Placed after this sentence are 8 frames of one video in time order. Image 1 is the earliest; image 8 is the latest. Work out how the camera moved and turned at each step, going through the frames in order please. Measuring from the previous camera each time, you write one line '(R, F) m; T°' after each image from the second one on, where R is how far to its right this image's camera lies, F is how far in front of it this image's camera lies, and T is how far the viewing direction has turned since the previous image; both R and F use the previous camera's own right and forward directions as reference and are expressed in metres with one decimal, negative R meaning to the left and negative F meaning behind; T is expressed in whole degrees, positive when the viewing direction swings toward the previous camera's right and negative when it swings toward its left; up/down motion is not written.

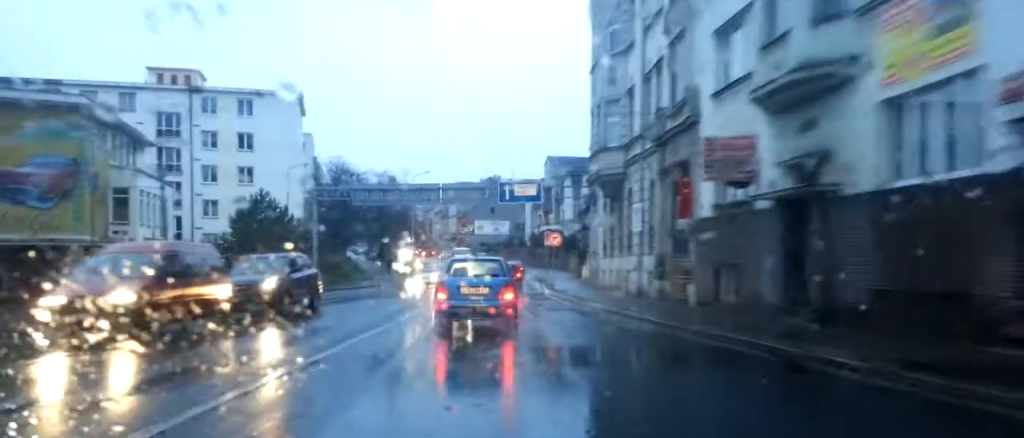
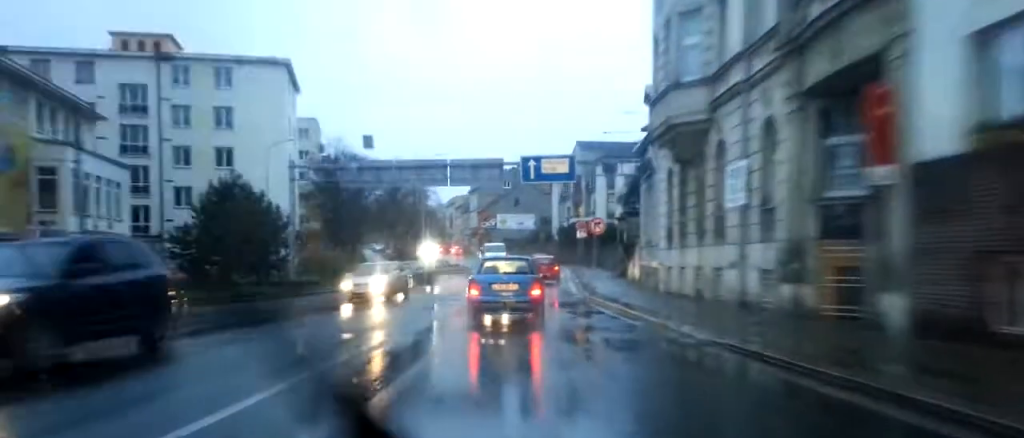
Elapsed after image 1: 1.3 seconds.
(-0.1, +11.9) m; -1°
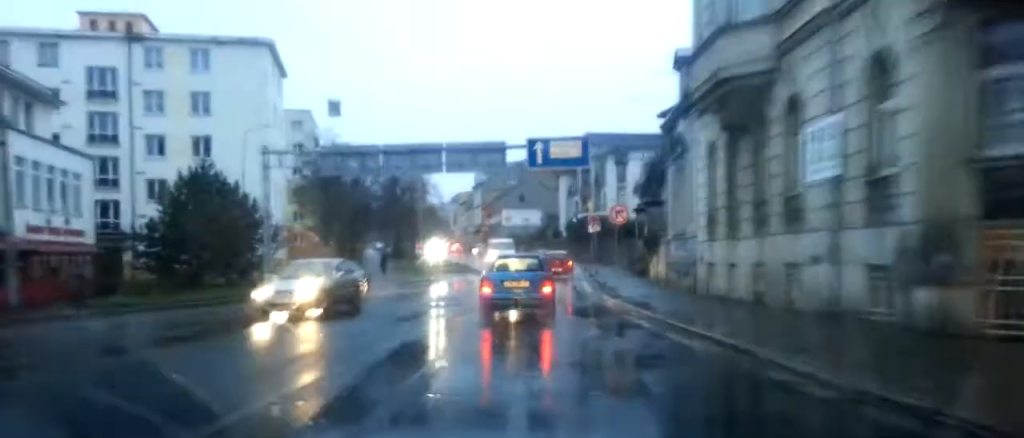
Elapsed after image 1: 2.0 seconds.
(0.0, +6.3) m; 0°
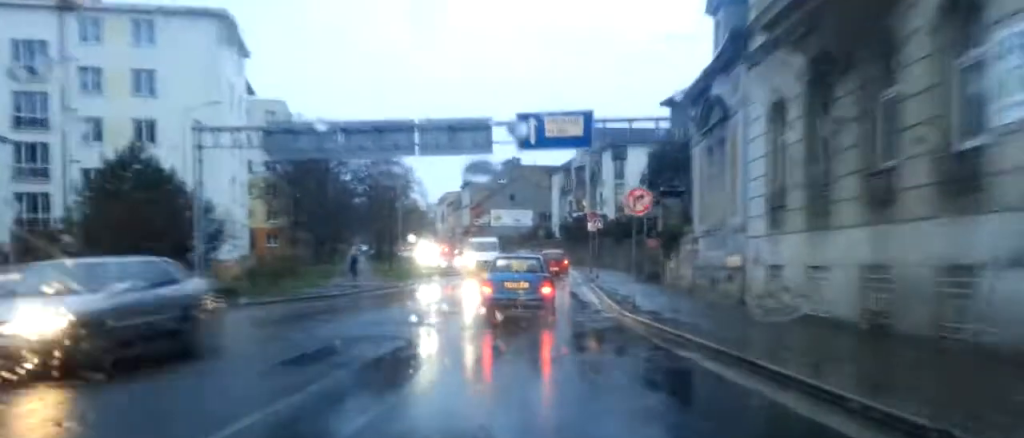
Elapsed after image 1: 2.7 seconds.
(0.0, +7.0) m; +1°
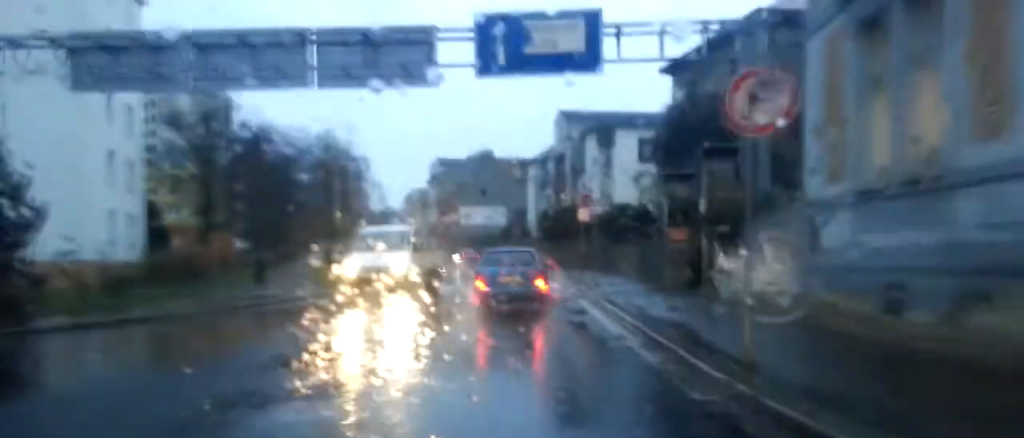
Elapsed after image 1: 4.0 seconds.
(+0.4, +12.0) m; +4°
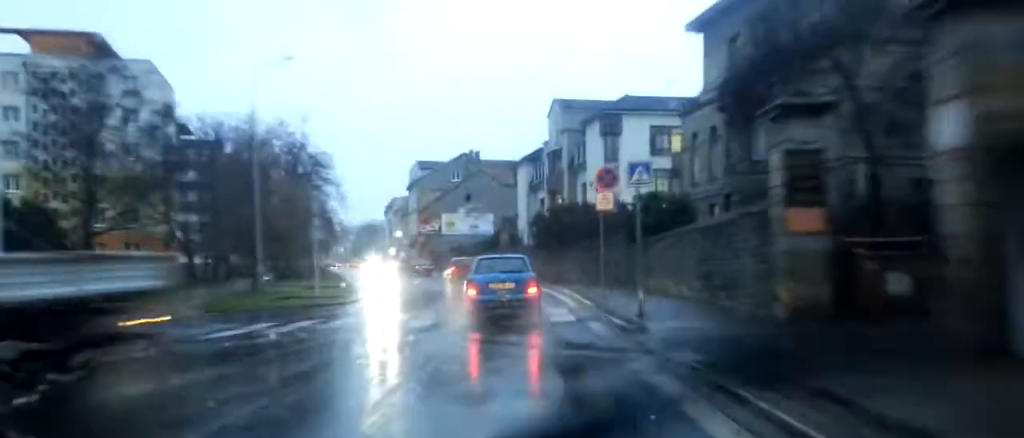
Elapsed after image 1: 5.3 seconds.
(+0.2, +12.3) m; 0°
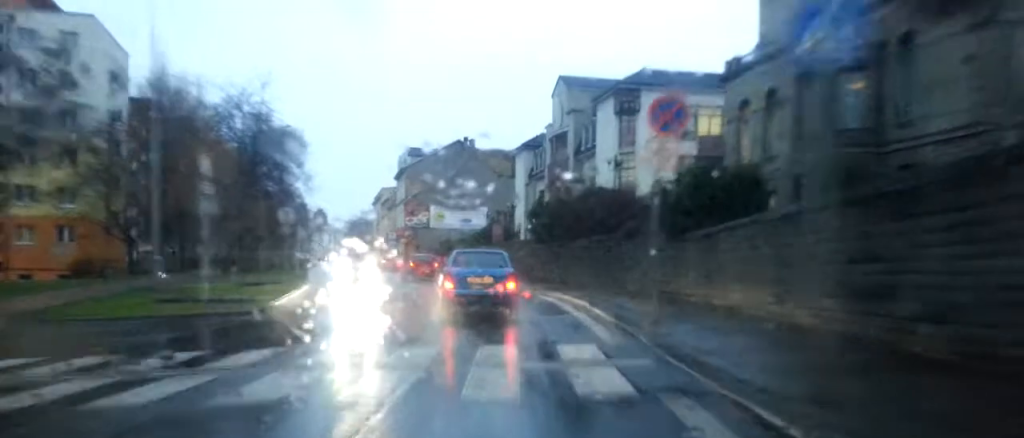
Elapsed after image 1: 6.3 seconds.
(-0.1, +8.5) m; -2°
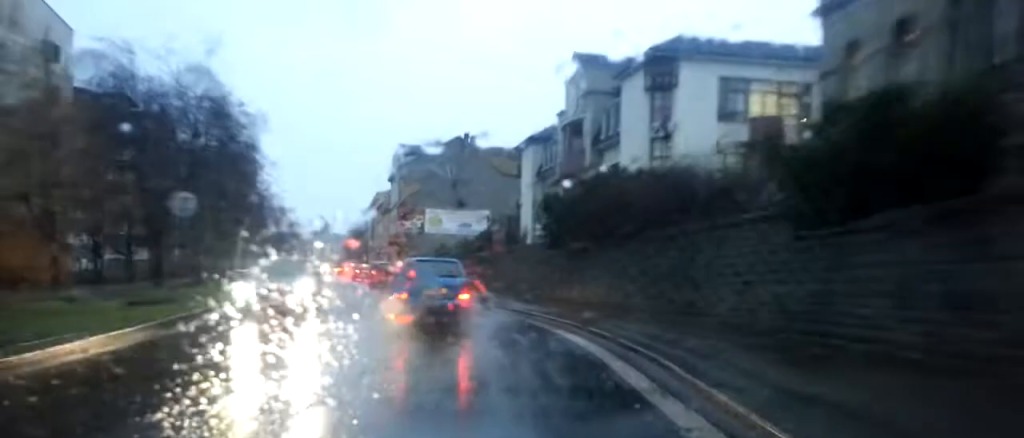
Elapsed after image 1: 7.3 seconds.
(-0.3, +9.7) m; -2°
